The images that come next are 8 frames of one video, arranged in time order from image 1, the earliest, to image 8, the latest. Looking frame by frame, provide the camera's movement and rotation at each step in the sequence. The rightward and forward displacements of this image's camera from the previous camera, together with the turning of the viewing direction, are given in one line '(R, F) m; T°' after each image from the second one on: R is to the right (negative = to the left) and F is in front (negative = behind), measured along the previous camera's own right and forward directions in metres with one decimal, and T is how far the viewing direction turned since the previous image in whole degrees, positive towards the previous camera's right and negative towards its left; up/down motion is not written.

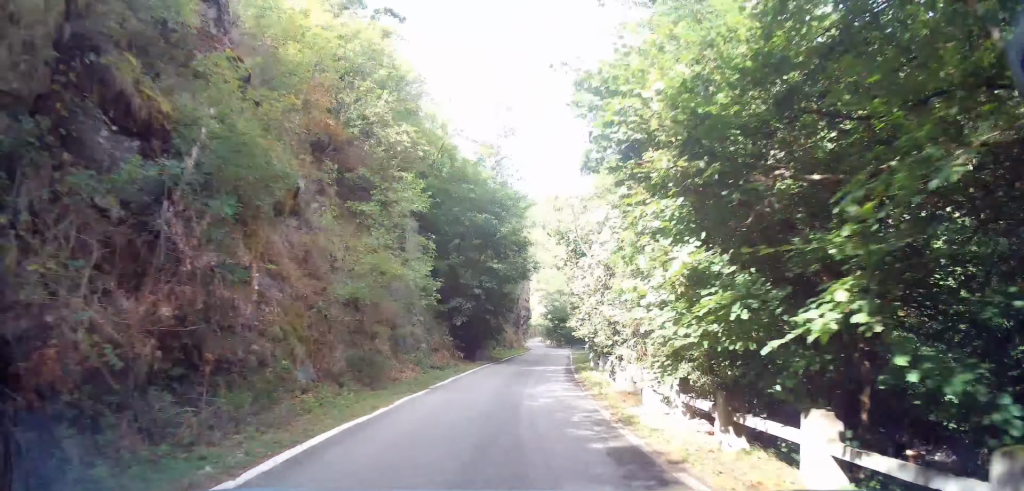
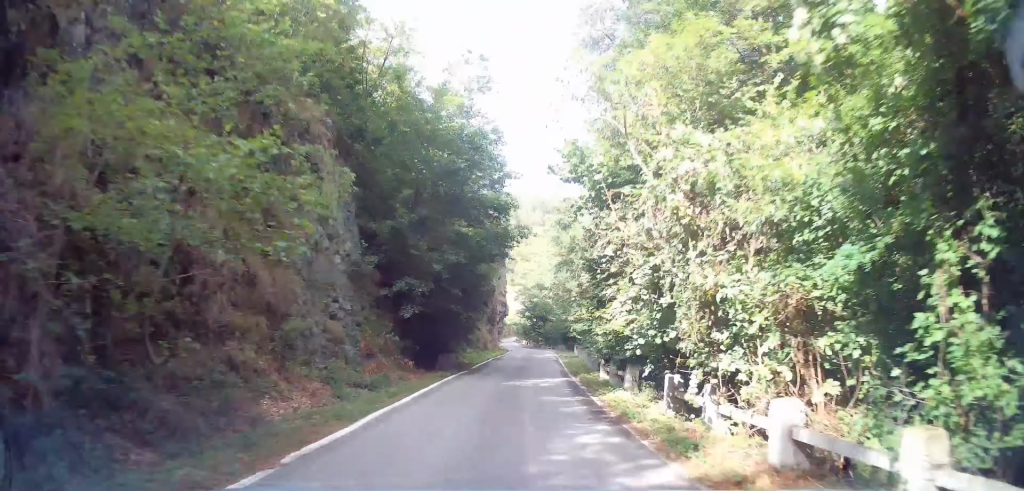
(0.0, +7.7) m; +1°
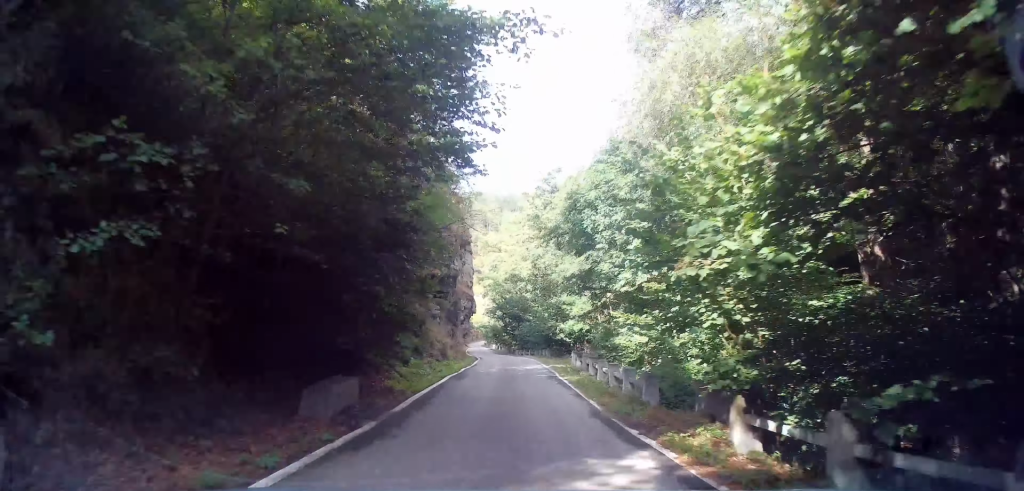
(+0.1, +11.6) m; +3°
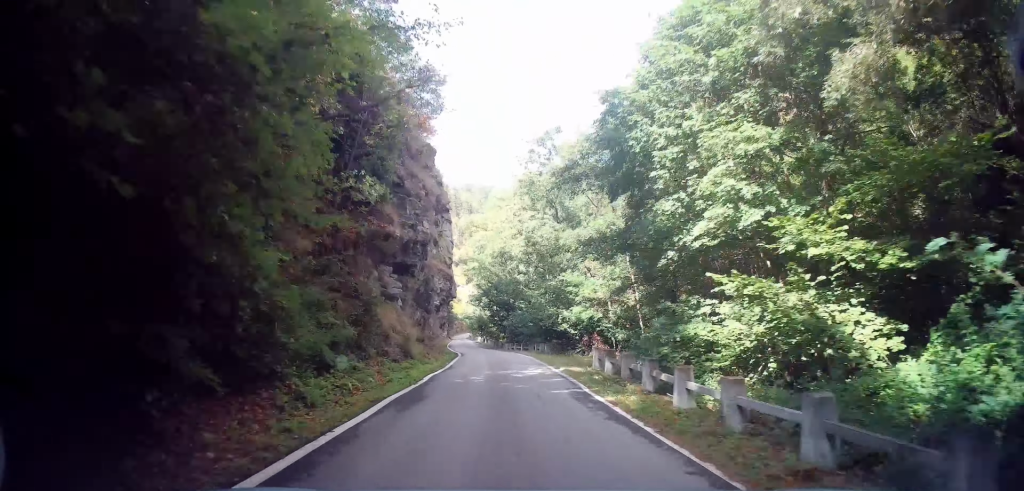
(0.0, +8.5) m; +3°
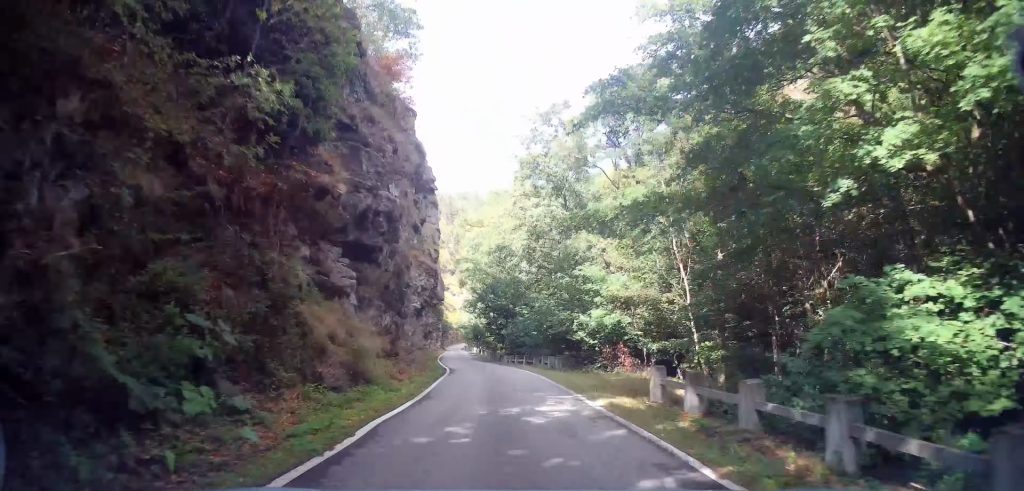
(+0.3, +6.9) m; +1°
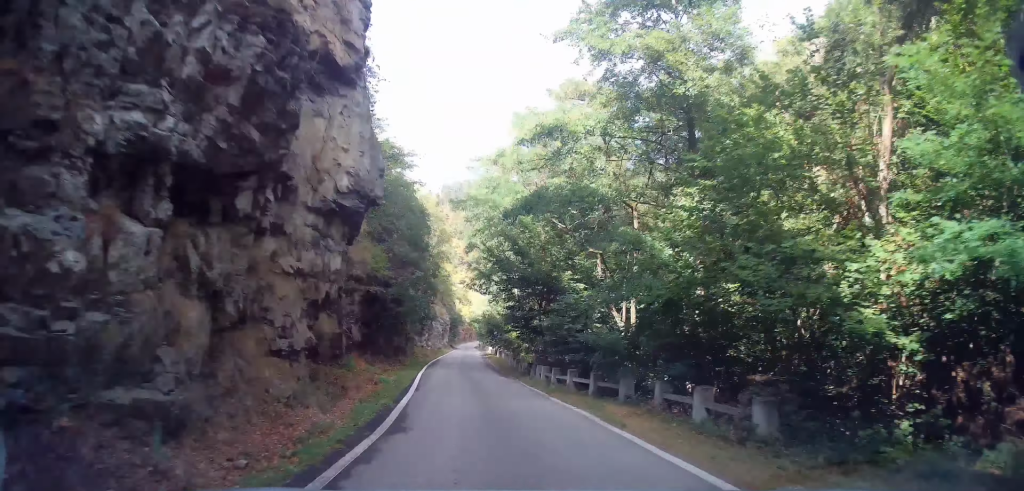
(+0.5, +19.2) m; +3°
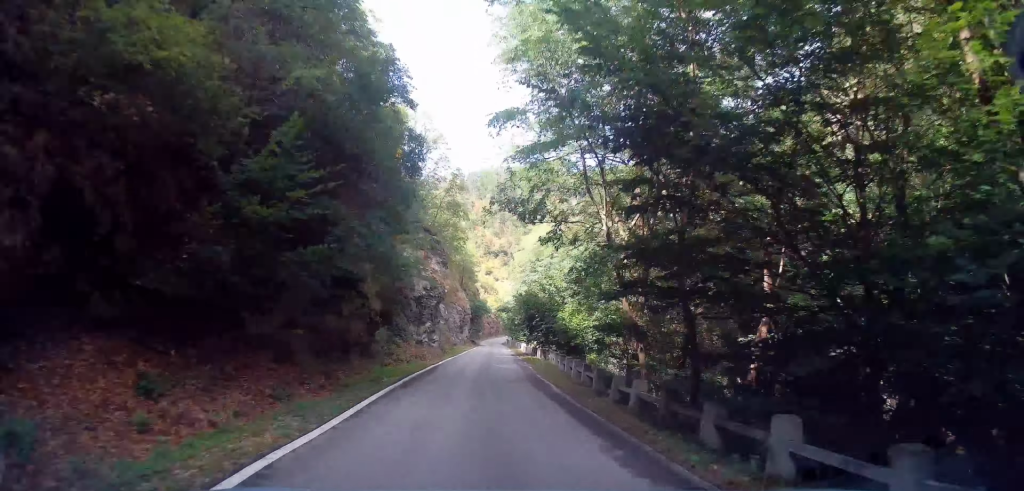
(+0.7, +18.6) m; +2°
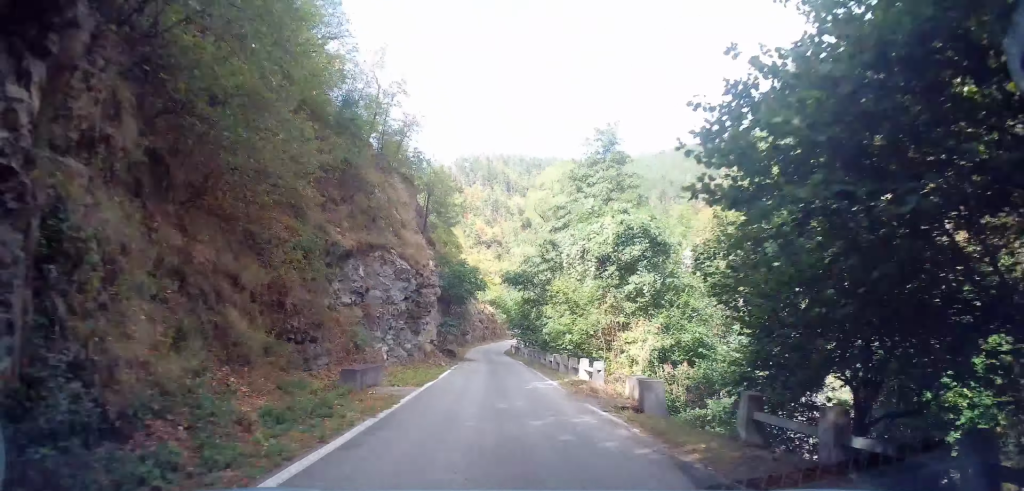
(-2.9, +35.9) m; -10°
